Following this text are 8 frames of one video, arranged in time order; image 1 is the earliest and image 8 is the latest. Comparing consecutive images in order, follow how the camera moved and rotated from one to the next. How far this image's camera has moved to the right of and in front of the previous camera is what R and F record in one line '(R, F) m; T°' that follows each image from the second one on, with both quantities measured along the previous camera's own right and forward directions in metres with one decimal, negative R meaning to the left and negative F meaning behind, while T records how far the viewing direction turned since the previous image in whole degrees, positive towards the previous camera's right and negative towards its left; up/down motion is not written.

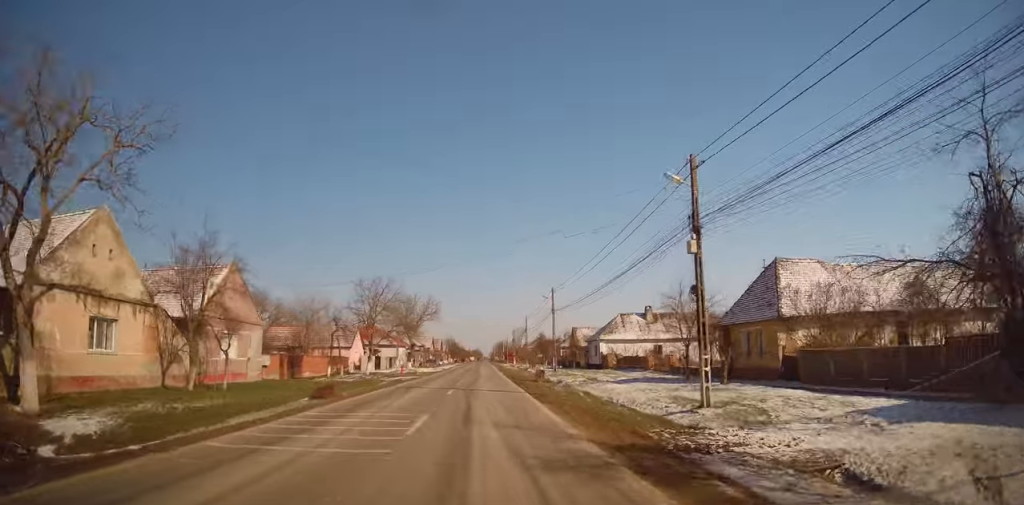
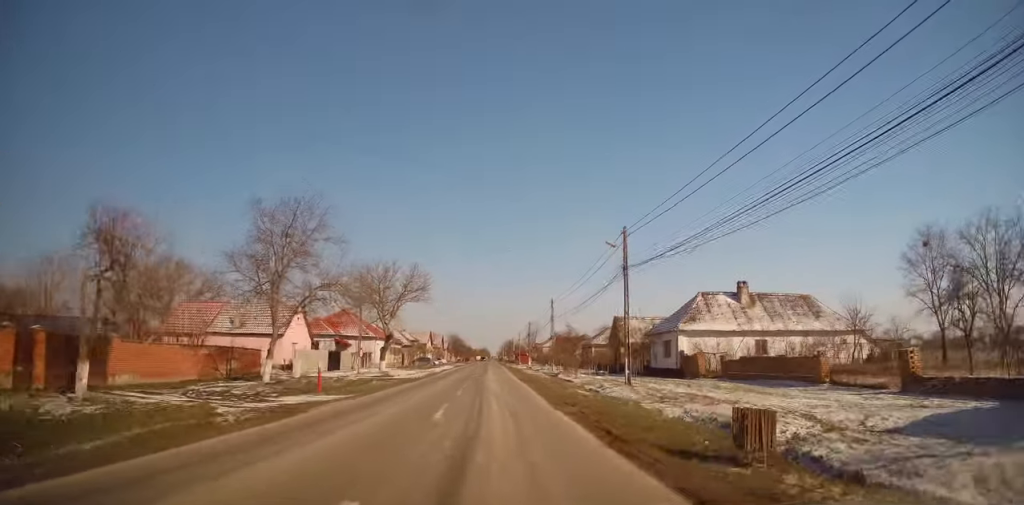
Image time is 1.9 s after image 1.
(-0.1, +24.7) m; 0°
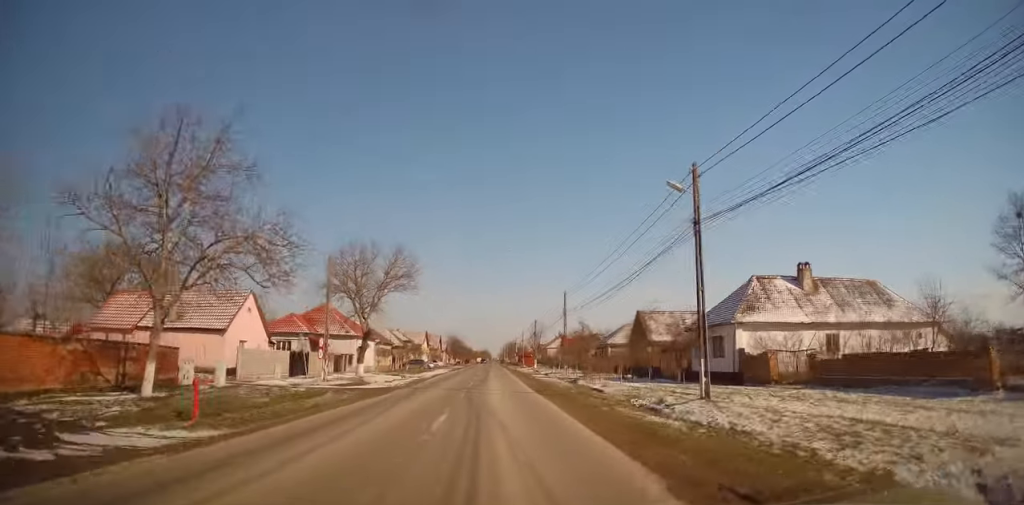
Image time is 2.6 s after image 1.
(+0.3, +10.0) m; +1°
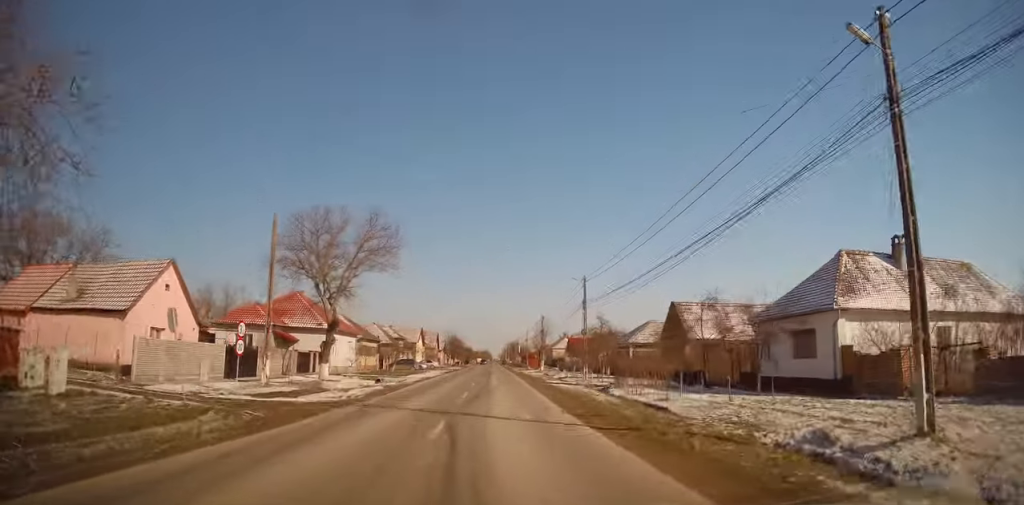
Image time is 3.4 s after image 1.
(+0.1, +10.0) m; 0°
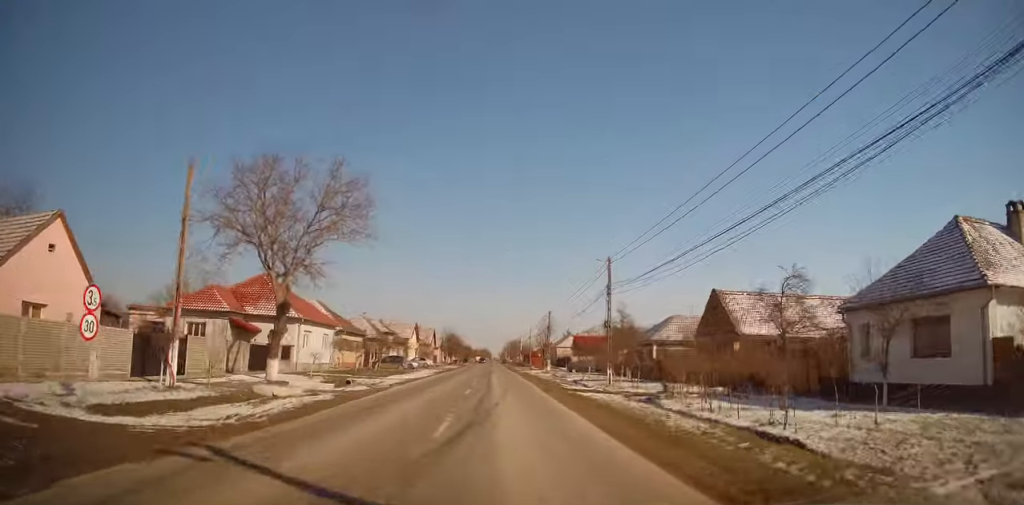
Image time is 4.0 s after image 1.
(0.0, +8.2) m; 0°
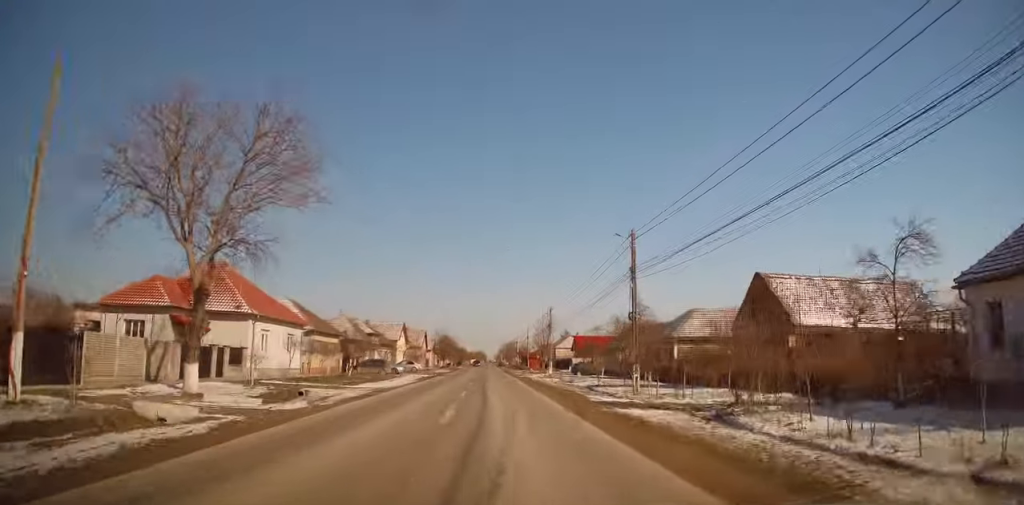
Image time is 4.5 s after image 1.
(0.0, +7.0) m; 0°
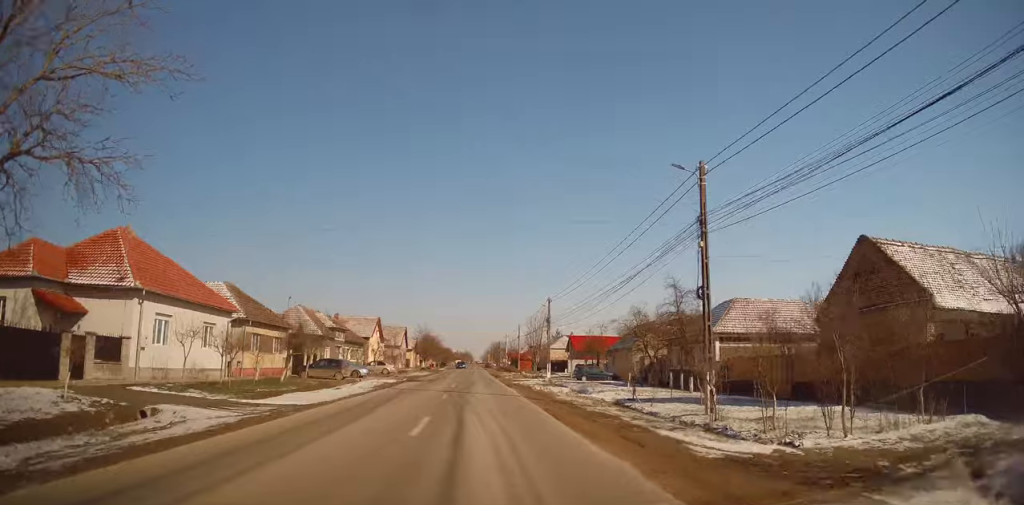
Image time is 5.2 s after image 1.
(0.0, +10.4) m; 0°
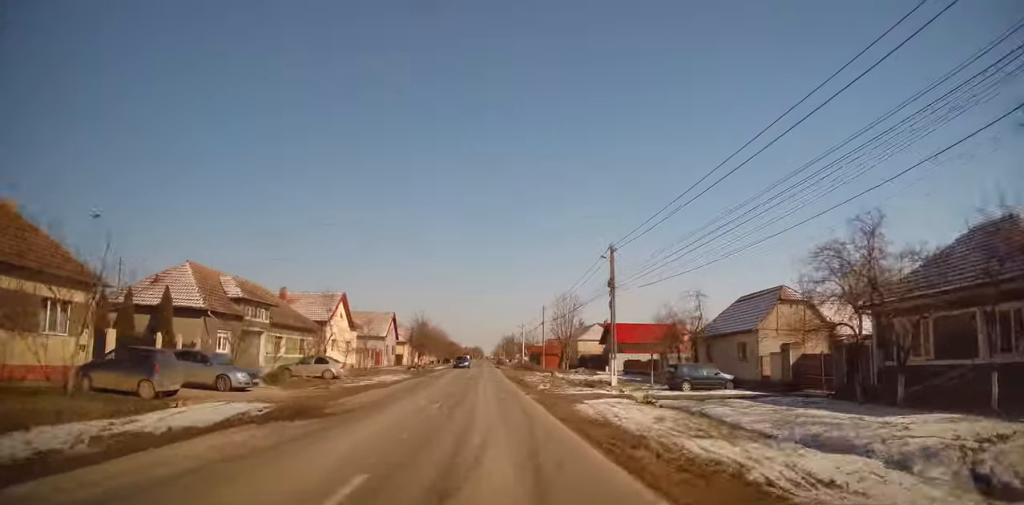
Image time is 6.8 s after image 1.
(-0.2, +23.3) m; +1°
